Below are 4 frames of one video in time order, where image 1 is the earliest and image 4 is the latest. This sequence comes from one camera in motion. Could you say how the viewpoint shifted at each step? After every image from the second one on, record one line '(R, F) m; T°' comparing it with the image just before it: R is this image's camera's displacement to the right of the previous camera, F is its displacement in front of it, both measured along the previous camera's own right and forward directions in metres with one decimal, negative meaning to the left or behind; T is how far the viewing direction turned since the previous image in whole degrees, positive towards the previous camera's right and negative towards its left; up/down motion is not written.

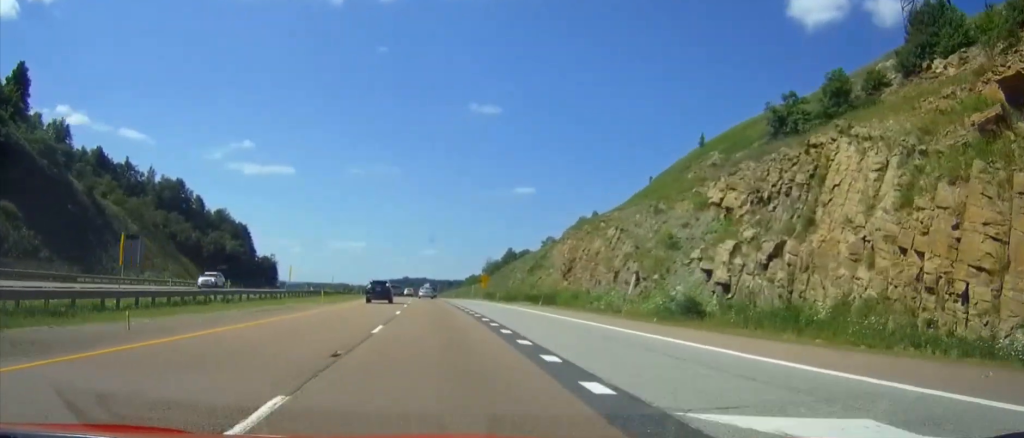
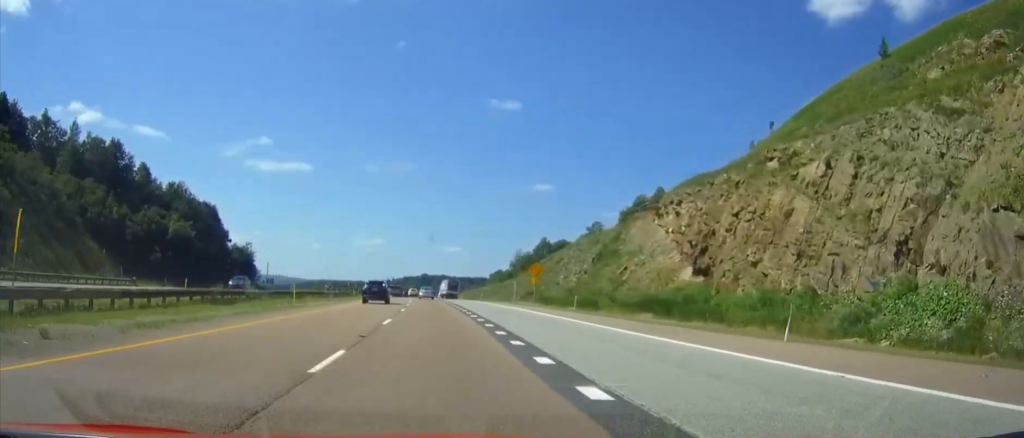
(-0.5, +44.3) m; -2°
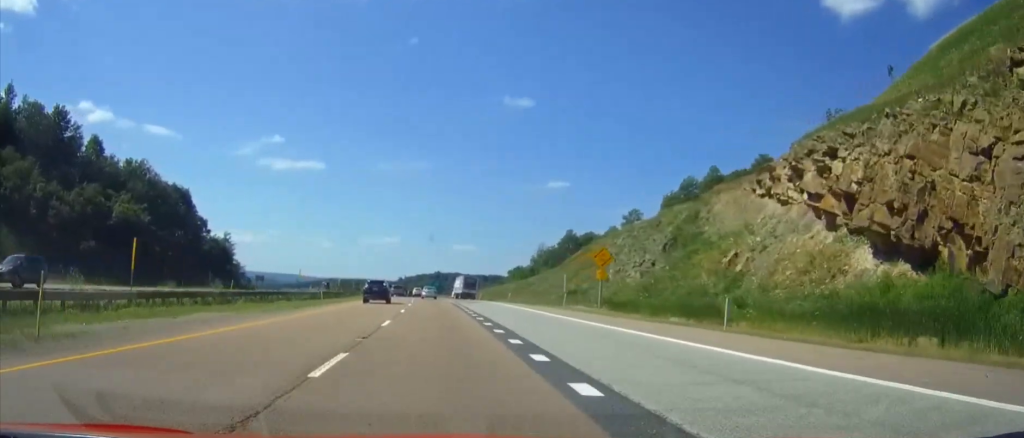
(-0.3, +25.4) m; -1°
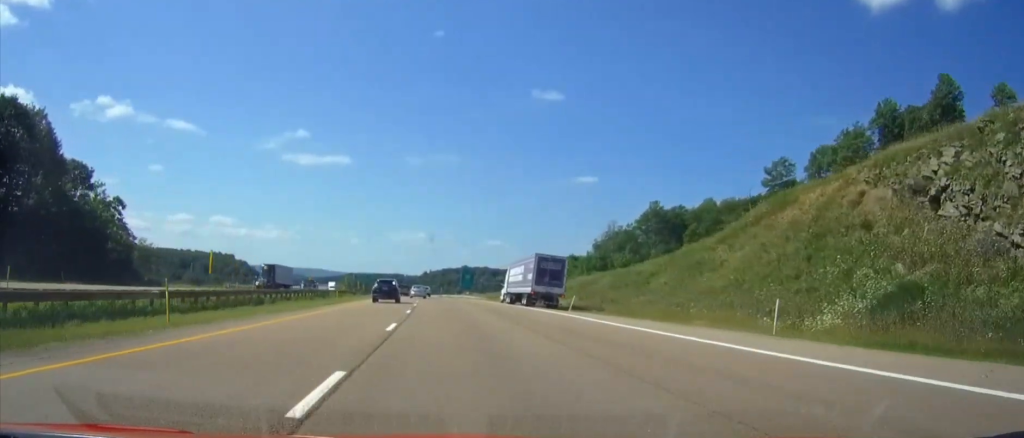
(-1.4, +64.0) m; -2°
